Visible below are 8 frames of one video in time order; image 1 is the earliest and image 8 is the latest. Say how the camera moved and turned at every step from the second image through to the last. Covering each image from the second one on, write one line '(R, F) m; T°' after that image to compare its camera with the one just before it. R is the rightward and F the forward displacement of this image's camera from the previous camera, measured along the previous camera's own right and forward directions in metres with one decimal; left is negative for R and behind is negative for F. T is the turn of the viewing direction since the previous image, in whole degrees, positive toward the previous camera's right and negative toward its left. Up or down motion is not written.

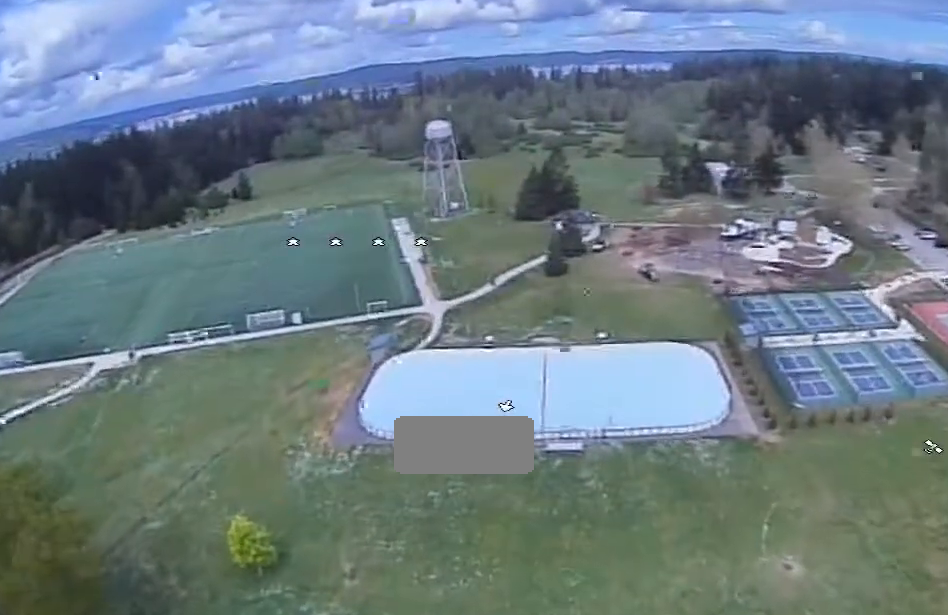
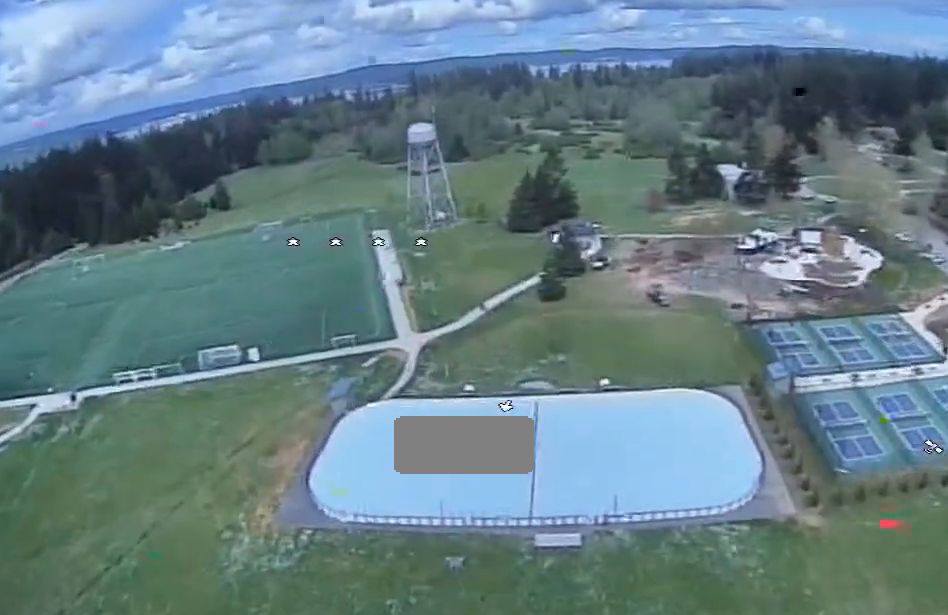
(0.0, +19.0) m; +1°
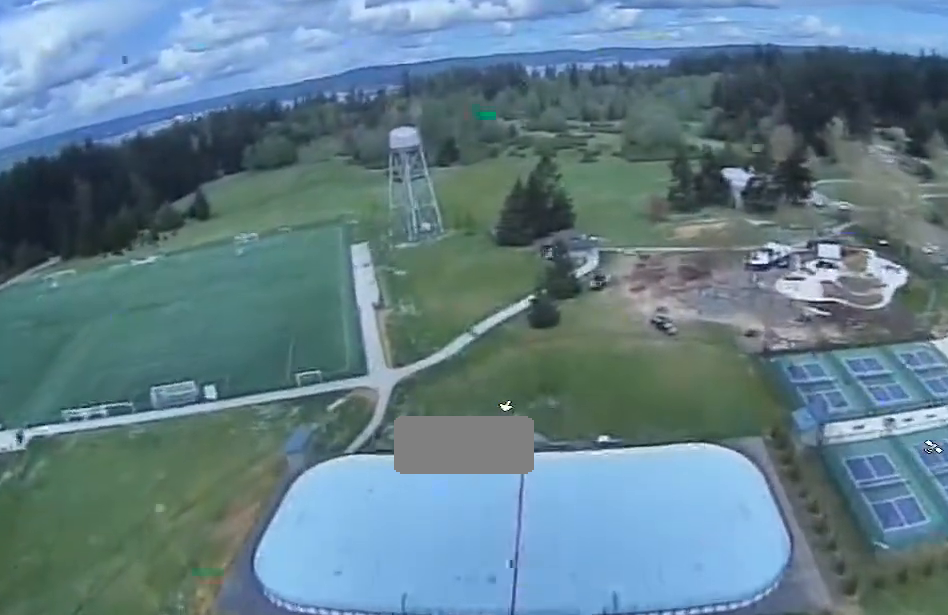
(+0.2, +14.8) m; +1°
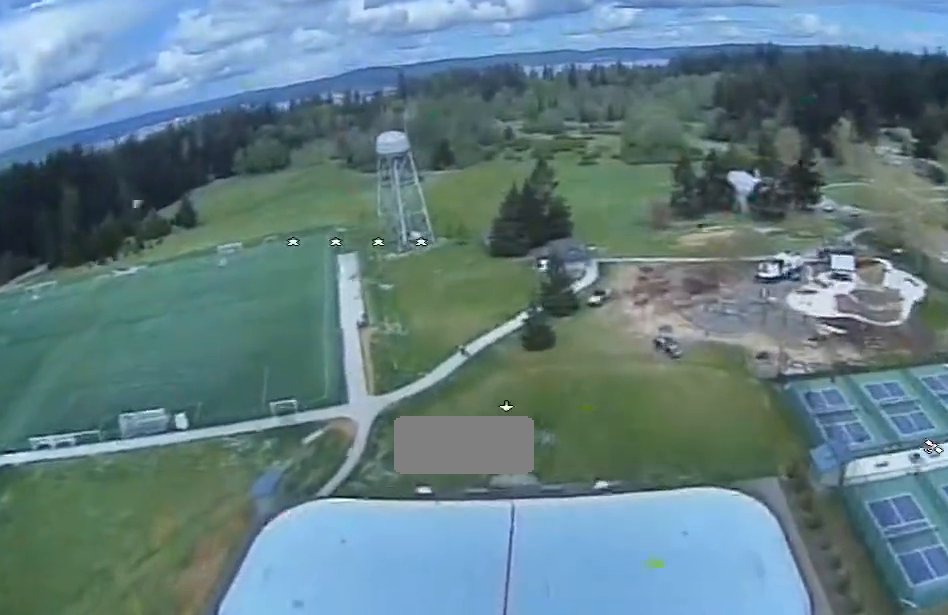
(0.0, +8.7) m; +1°
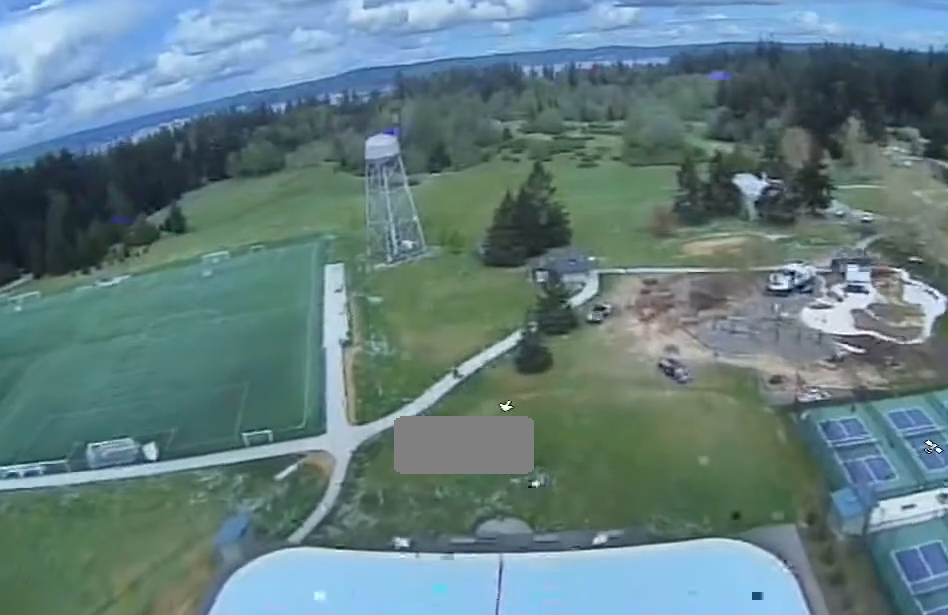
(0.0, +8.7) m; +1°
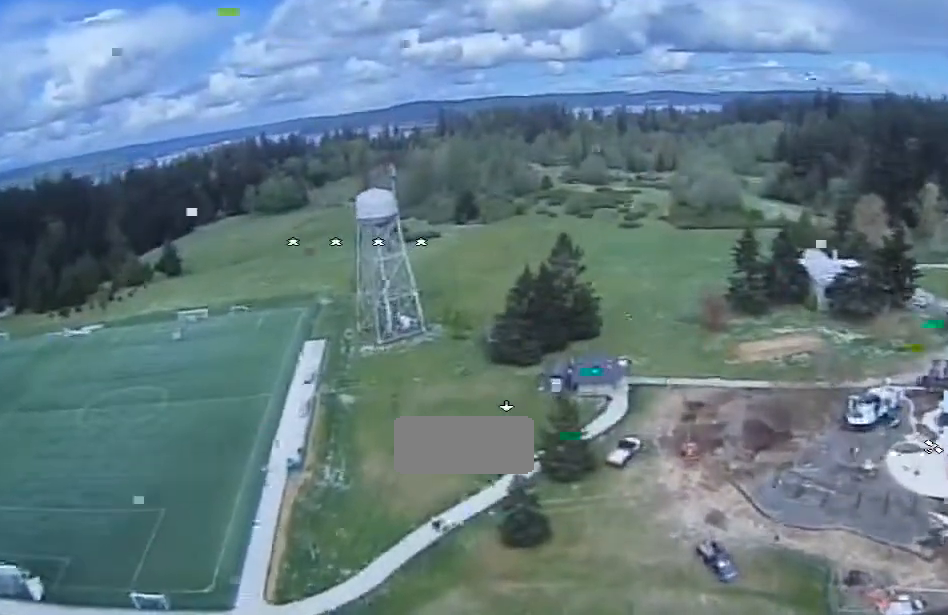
(0.0, +30.2) m; -1°
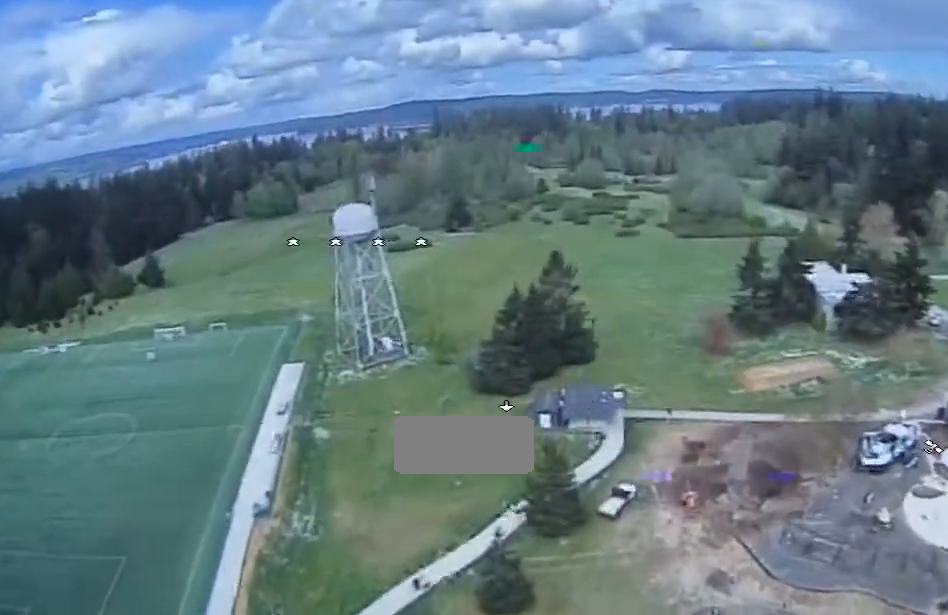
(-0.1, +9.4) m; -1°
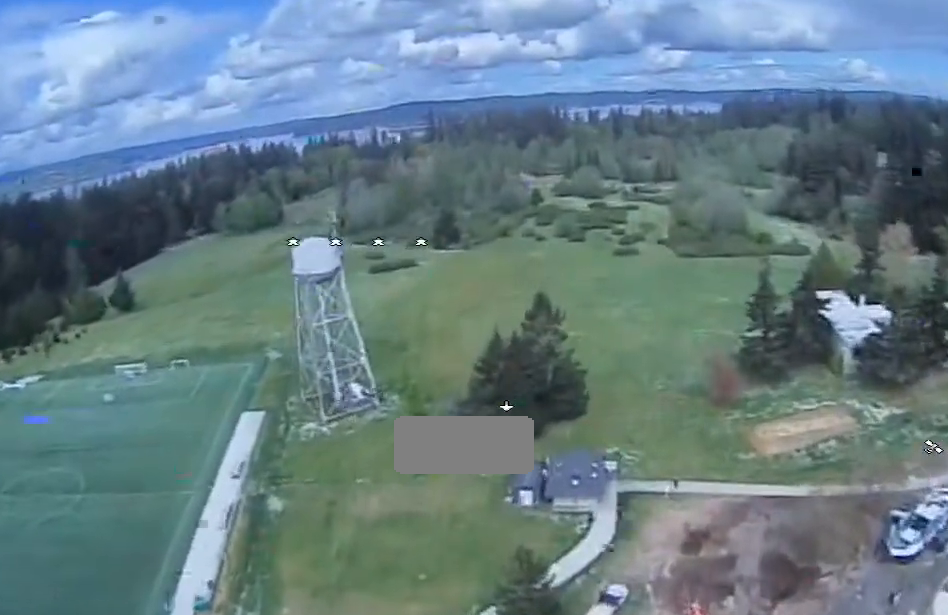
(-0.1, +17.3) m; 0°
